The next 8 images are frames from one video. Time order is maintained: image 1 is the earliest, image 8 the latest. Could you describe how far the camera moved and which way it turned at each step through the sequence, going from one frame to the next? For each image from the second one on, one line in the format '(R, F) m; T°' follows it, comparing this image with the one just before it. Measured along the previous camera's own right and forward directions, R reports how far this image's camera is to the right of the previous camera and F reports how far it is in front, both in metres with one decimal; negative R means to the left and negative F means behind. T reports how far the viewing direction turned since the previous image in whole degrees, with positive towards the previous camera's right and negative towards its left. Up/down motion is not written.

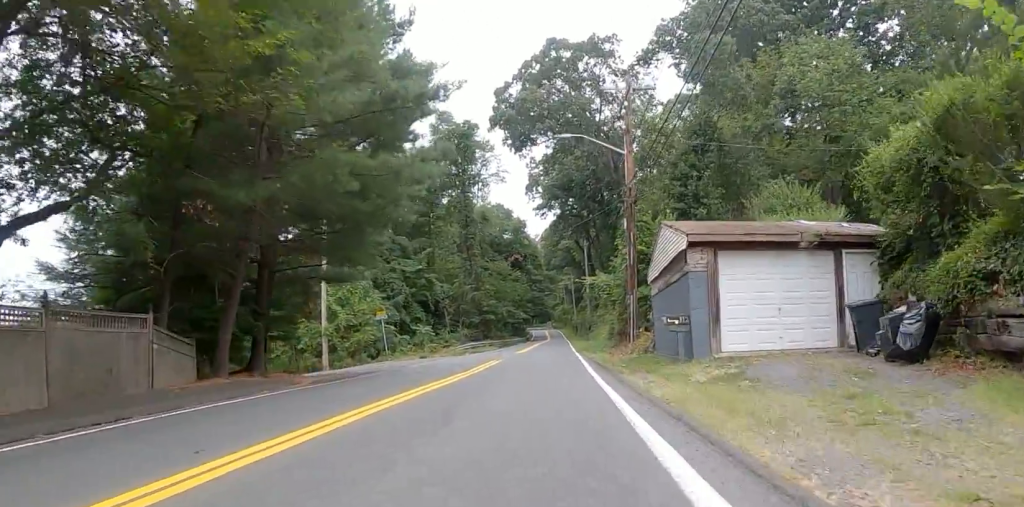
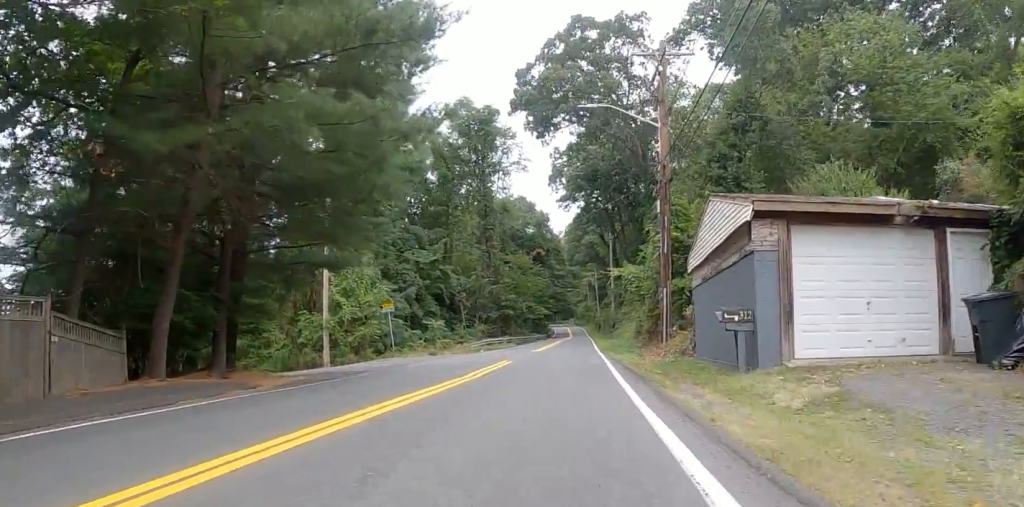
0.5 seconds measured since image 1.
(+0.1, +3.2) m; +4°
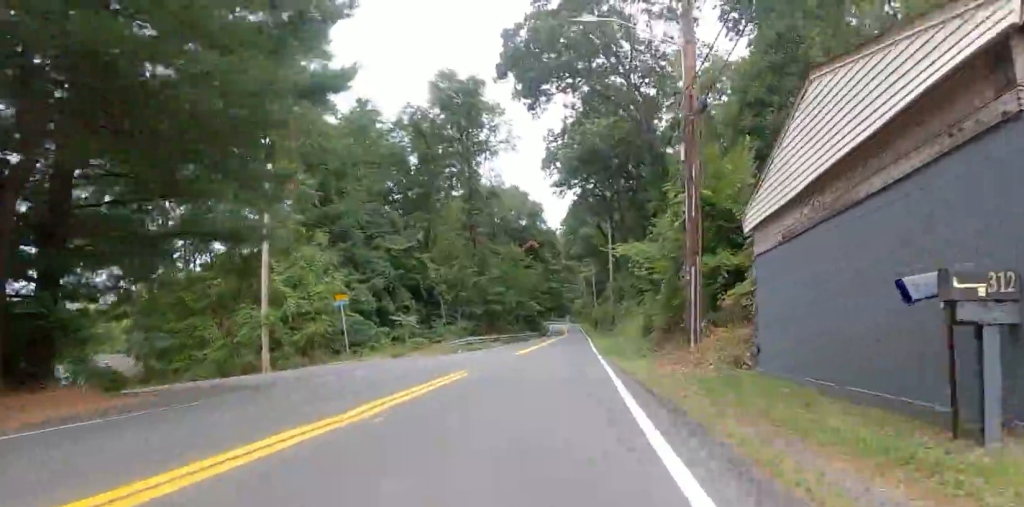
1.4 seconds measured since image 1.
(+0.4, +6.3) m; +7°
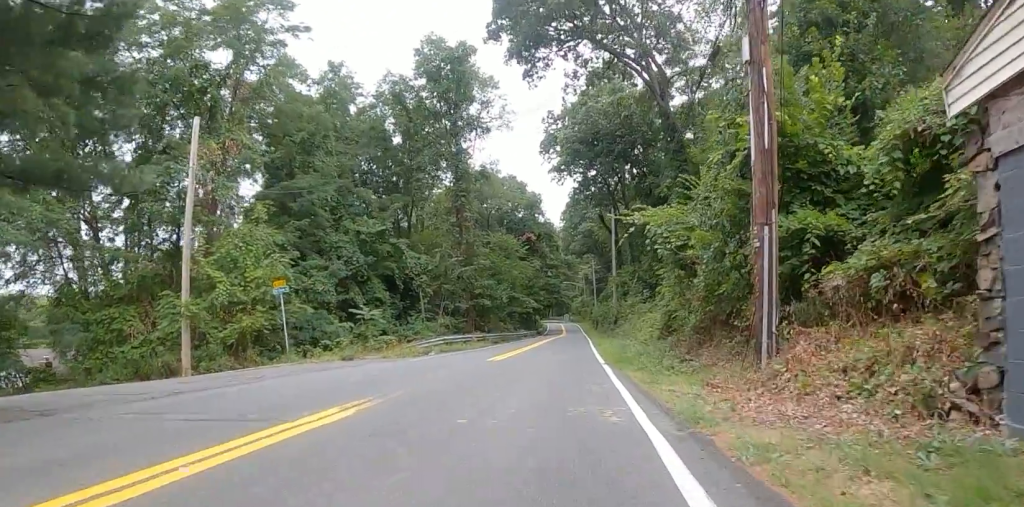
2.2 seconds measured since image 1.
(+0.5, +5.3) m; 0°
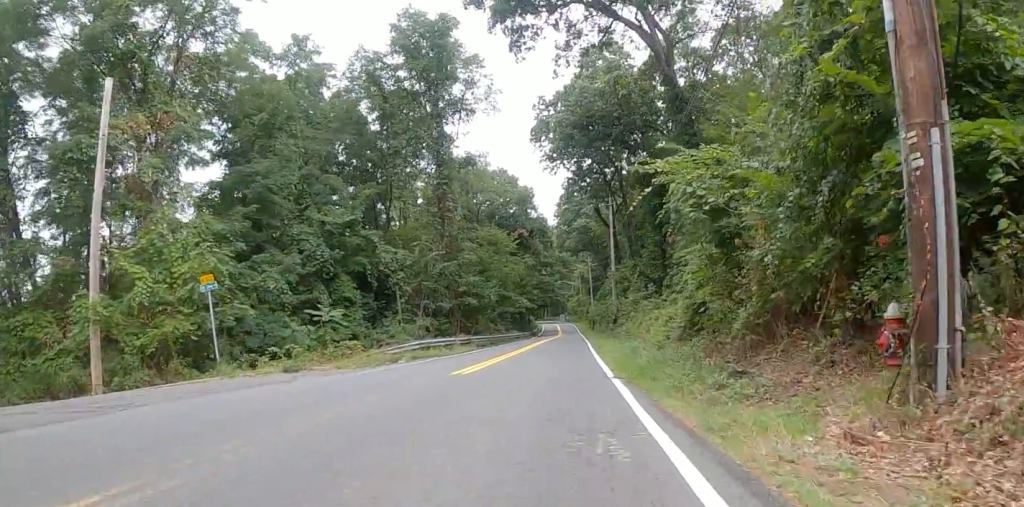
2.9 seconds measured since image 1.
(-0.4, +4.2) m; -3°
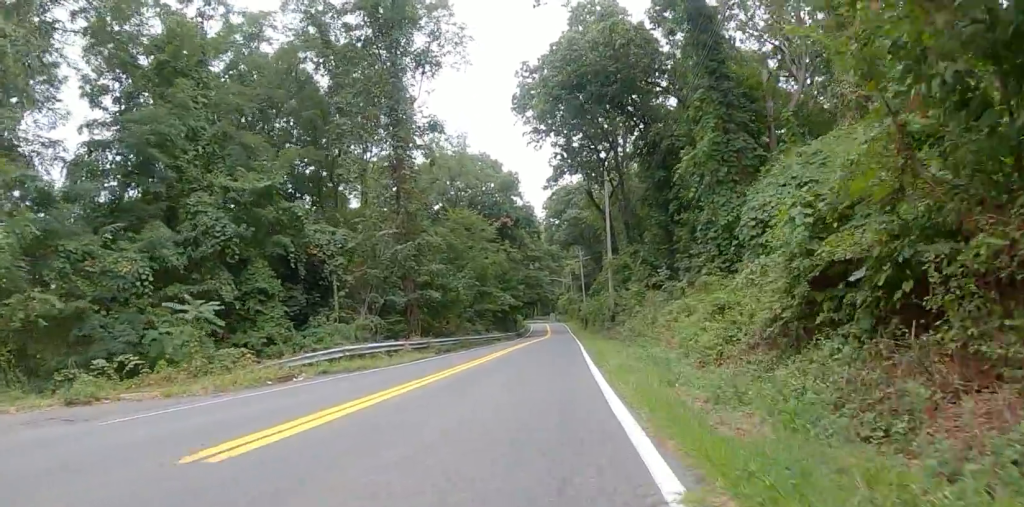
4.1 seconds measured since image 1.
(-0.2, +8.1) m; +1°
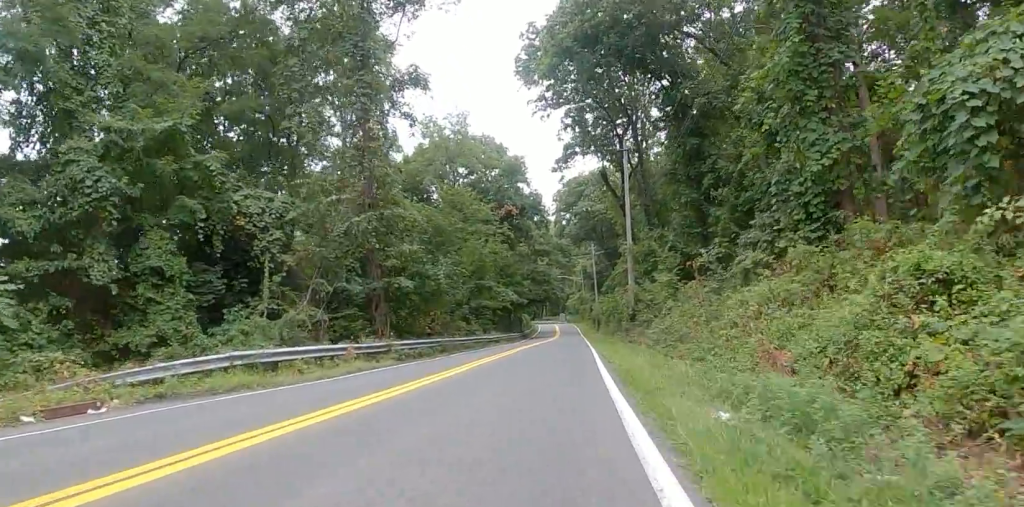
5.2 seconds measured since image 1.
(+0.3, +7.5) m; +3°
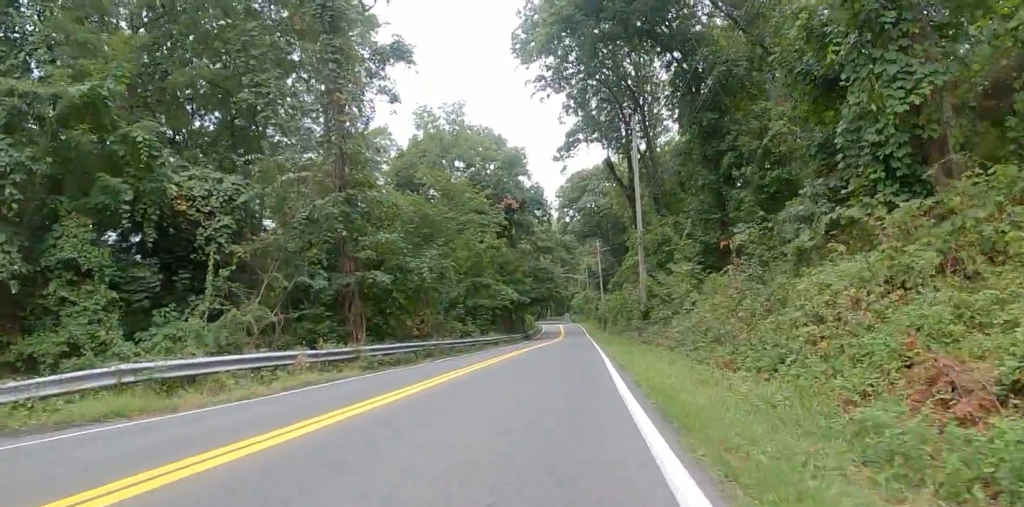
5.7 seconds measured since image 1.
(0.0, +3.8) m; 0°
